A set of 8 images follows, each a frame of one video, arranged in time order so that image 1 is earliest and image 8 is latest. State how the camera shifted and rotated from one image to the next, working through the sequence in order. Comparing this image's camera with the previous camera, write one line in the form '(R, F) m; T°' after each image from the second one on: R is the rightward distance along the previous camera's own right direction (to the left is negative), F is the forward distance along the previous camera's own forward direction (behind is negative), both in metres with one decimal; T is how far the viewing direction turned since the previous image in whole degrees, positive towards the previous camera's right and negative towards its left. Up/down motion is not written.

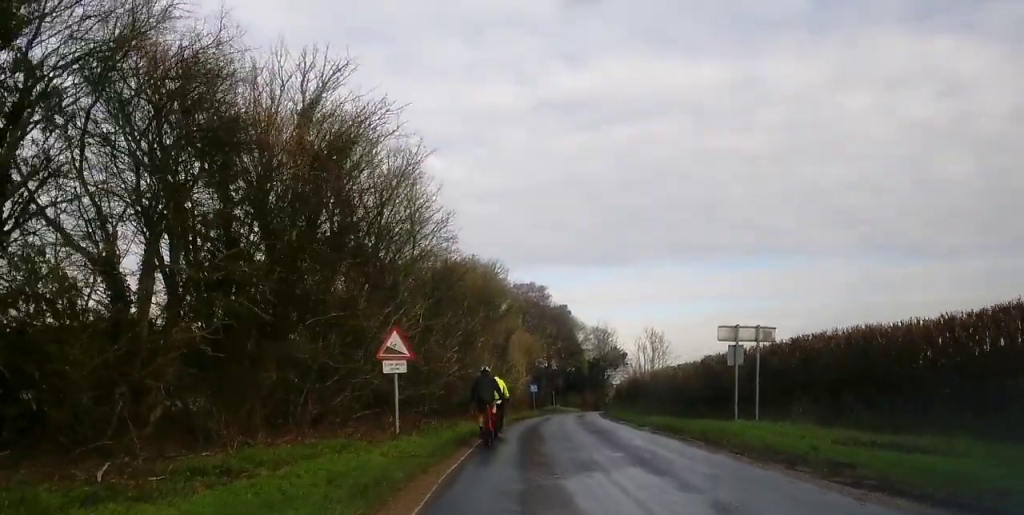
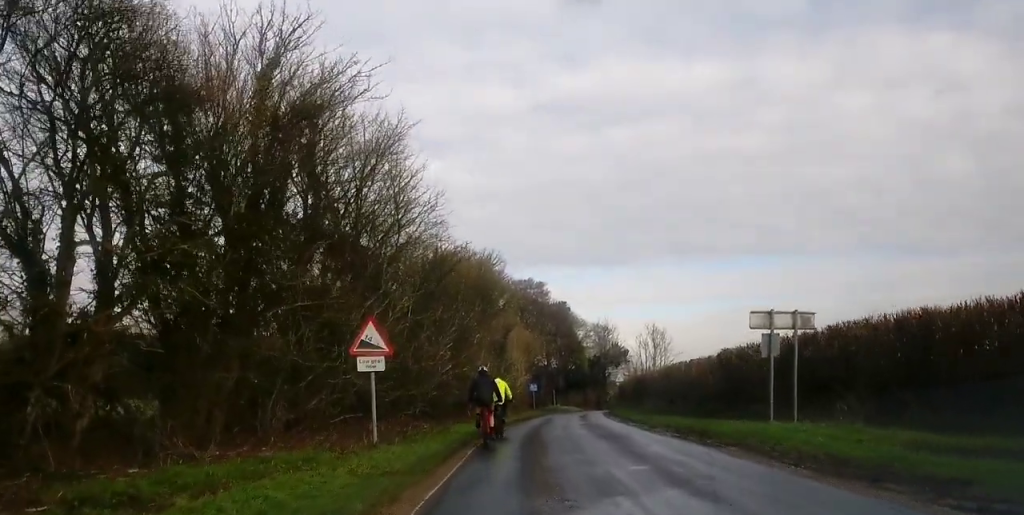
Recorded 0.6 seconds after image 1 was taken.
(+0.2, +2.7) m; +1°
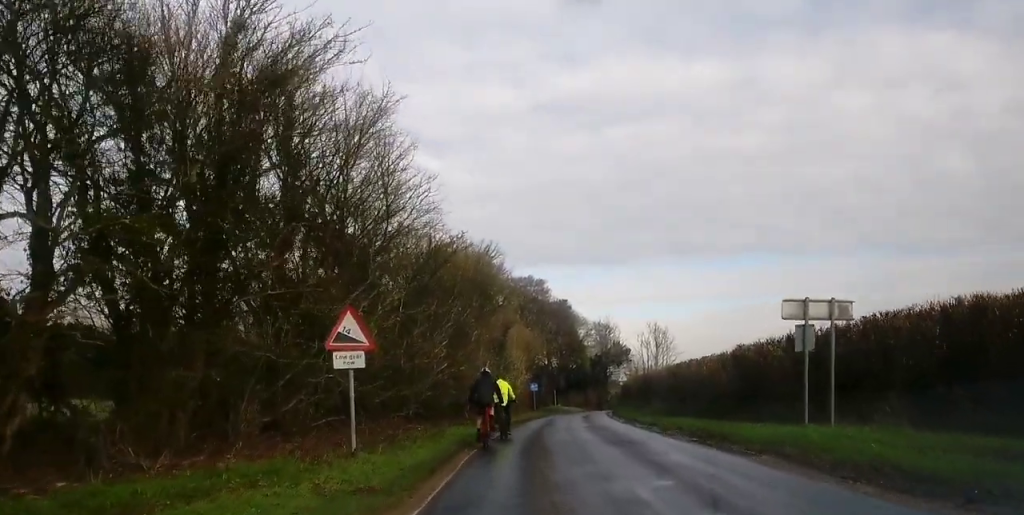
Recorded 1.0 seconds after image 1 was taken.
(+0.2, +2.0) m; 0°
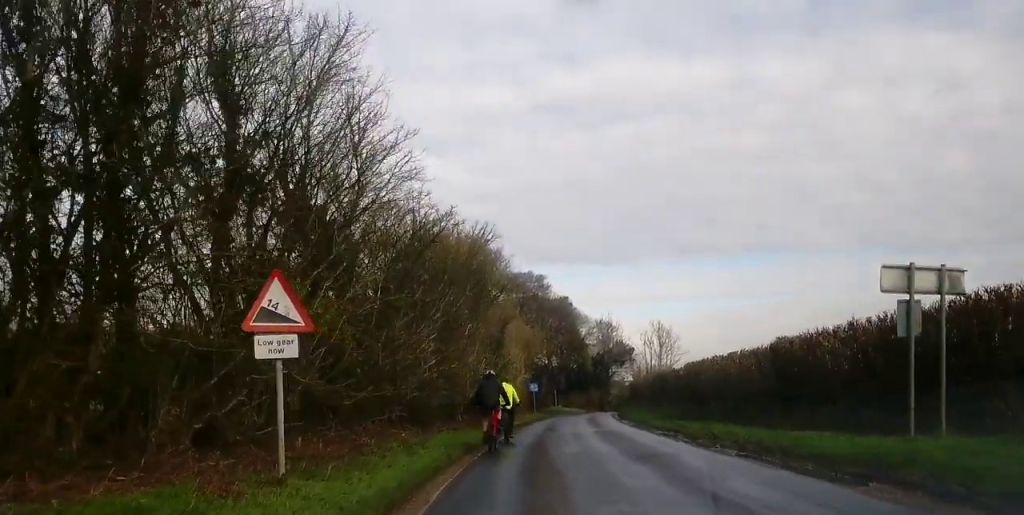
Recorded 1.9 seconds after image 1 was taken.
(-0.3, +3.9) m; -6°
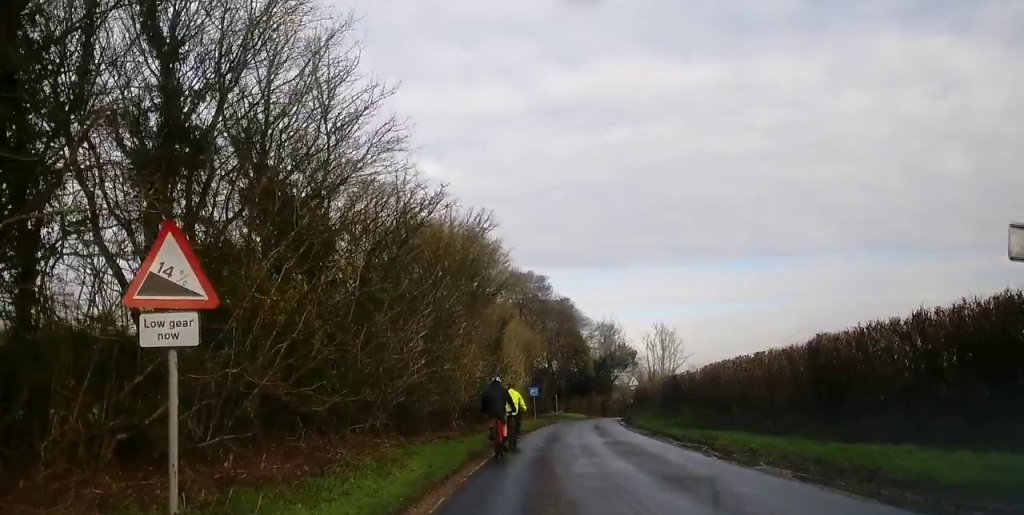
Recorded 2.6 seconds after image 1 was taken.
(-0.2, +3.1) m; -2°
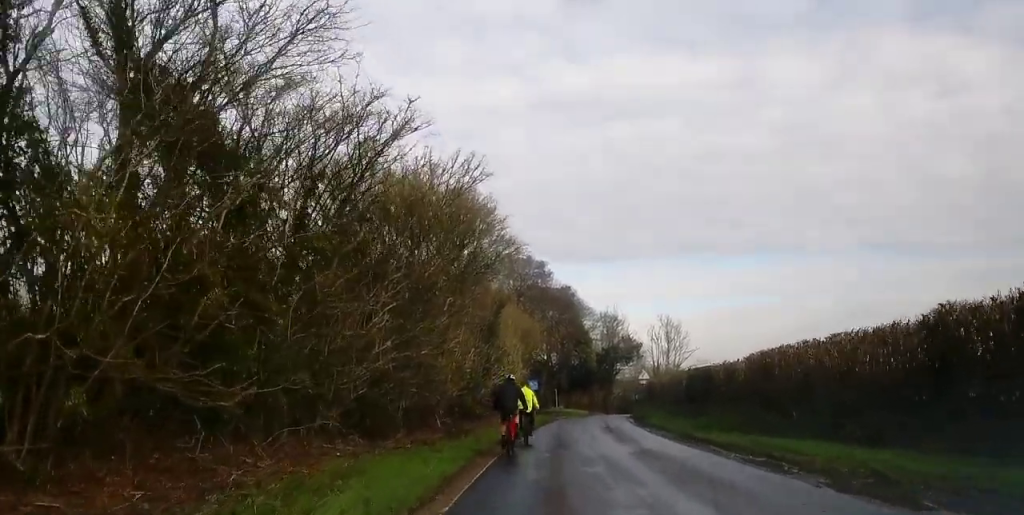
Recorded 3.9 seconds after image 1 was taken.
(0.0, +6.1) m; +6°
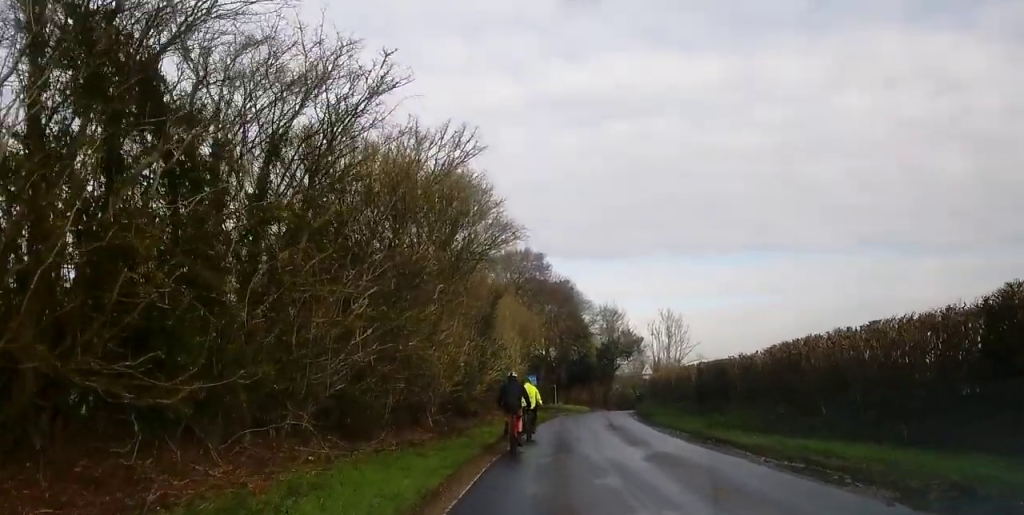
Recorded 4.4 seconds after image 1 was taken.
(+0.1, +2.3) m; +1°
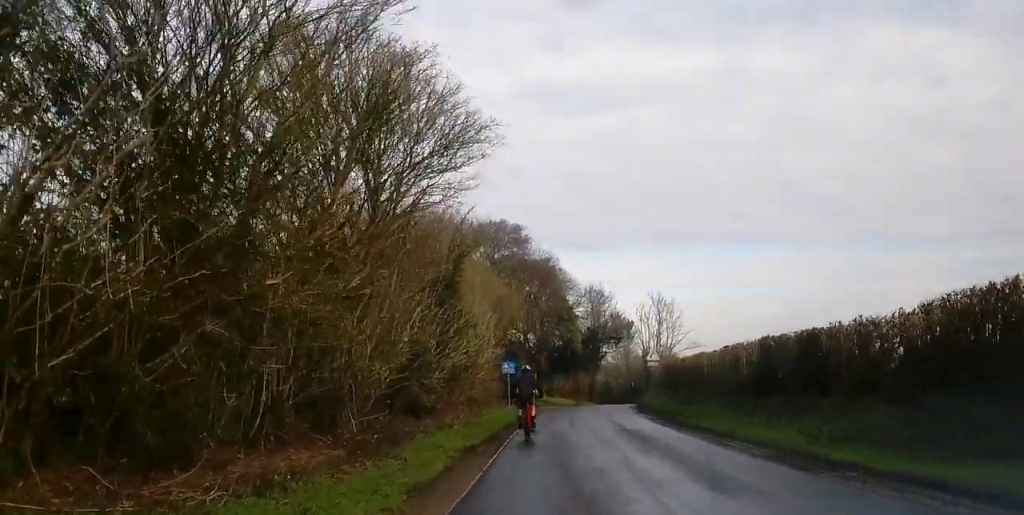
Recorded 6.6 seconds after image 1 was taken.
(-0.2, +9.6) m; 0°
